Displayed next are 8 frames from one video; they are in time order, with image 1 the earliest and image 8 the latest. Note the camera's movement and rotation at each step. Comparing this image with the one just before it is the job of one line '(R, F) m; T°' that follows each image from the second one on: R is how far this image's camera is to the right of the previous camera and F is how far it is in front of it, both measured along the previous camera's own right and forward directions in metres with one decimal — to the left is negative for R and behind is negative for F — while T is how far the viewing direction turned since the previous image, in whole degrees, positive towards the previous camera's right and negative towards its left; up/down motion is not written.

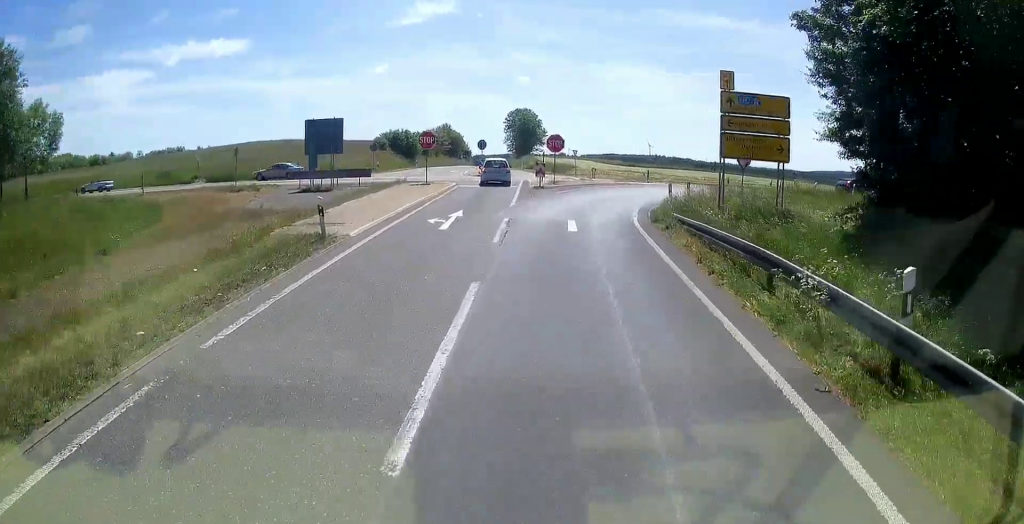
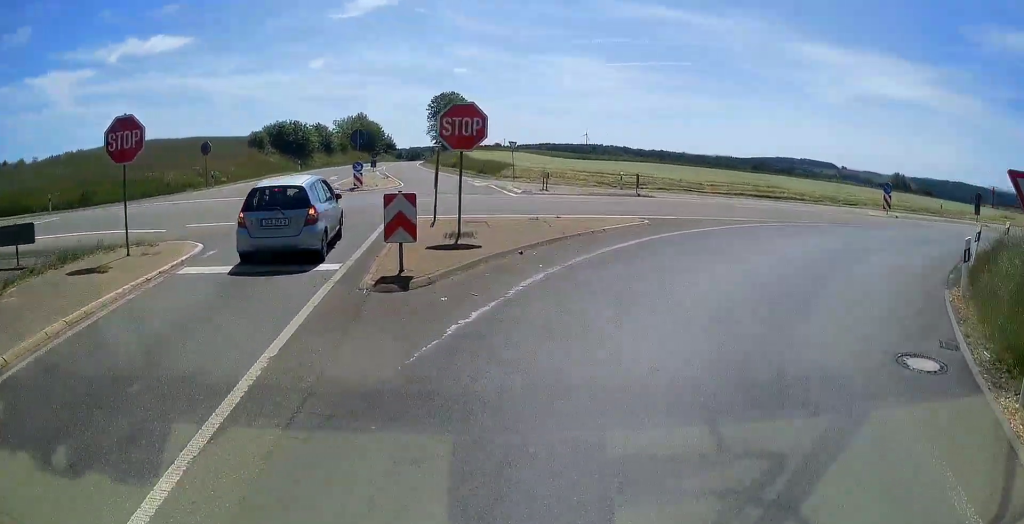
(+0.9, +23.2) m; +8°
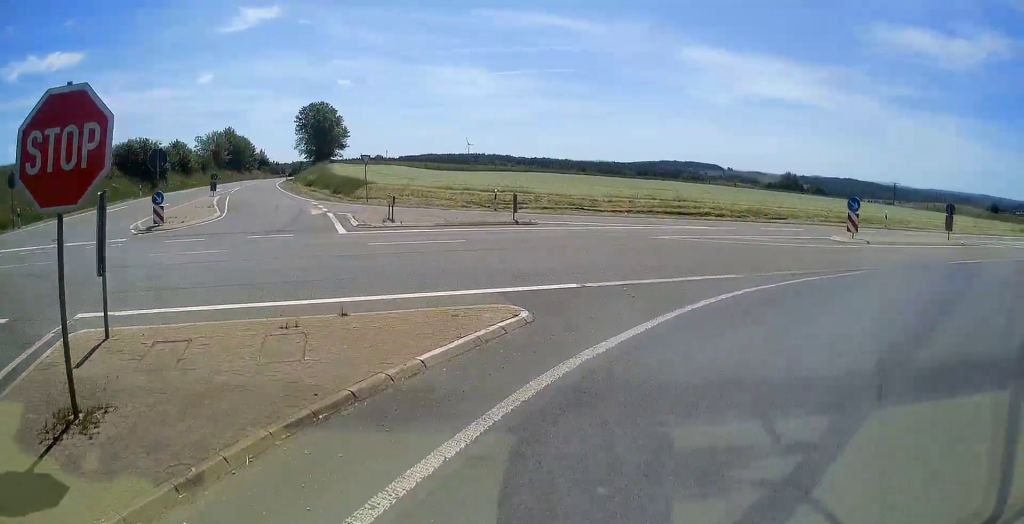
(+0.5, +6.2) m; +10°
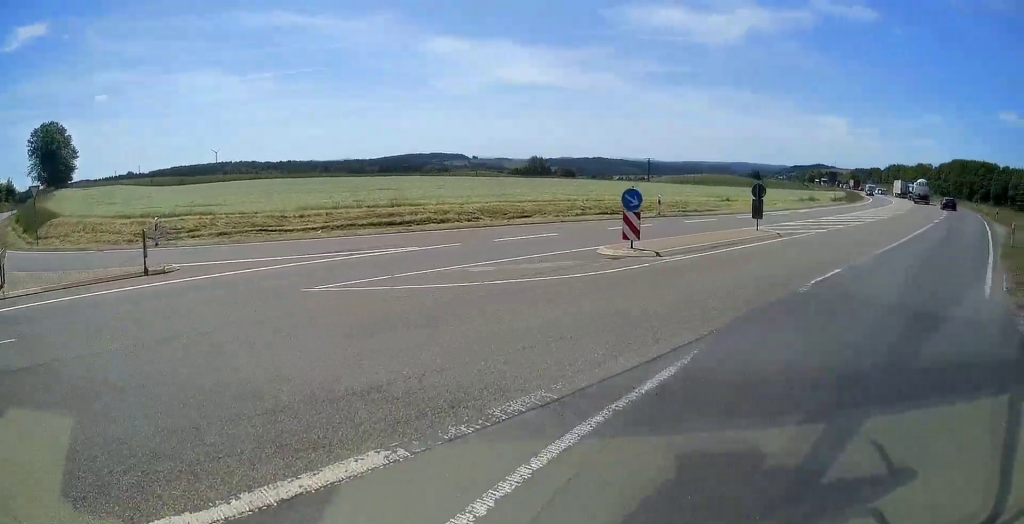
(+0.7, +5.4) m; +15°
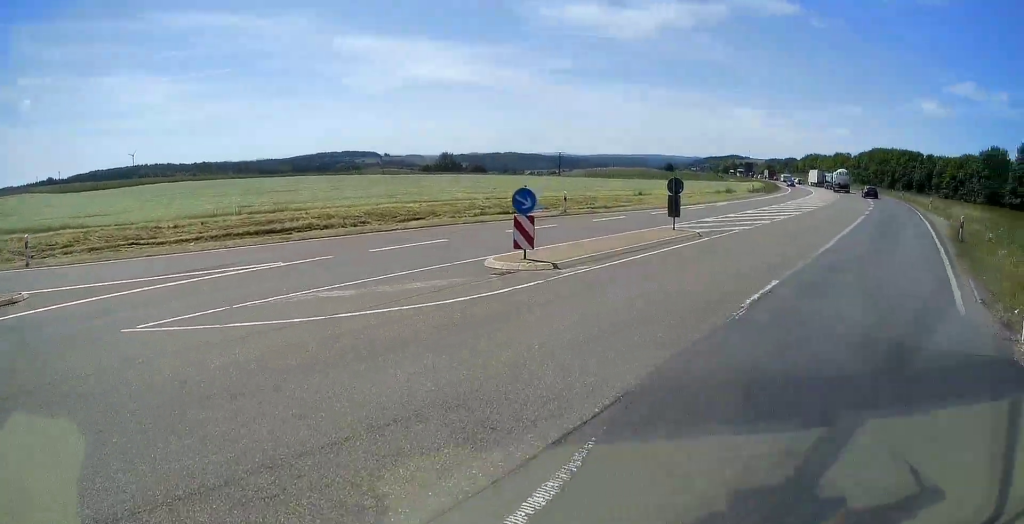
(0.0, +2.3) m; +5°
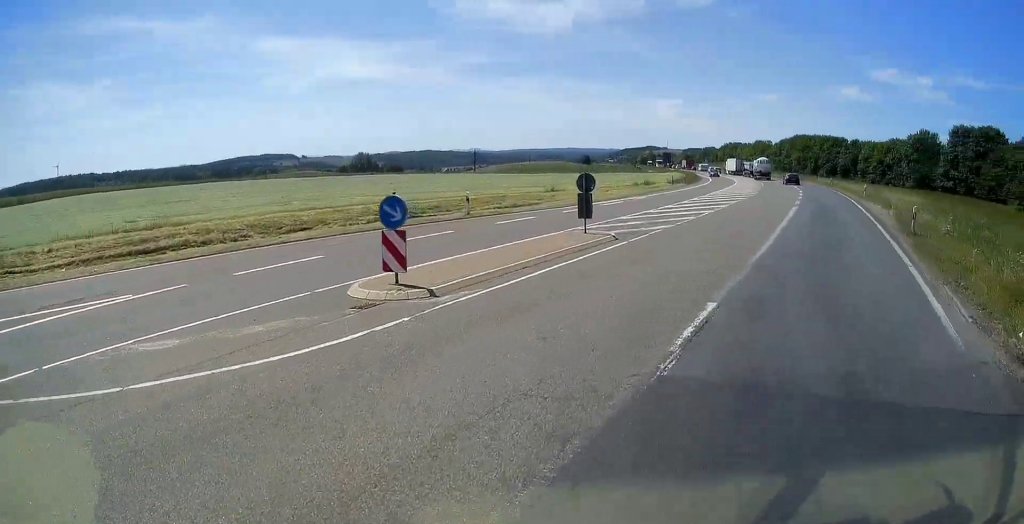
(+0.2, +2.9) m; +5°
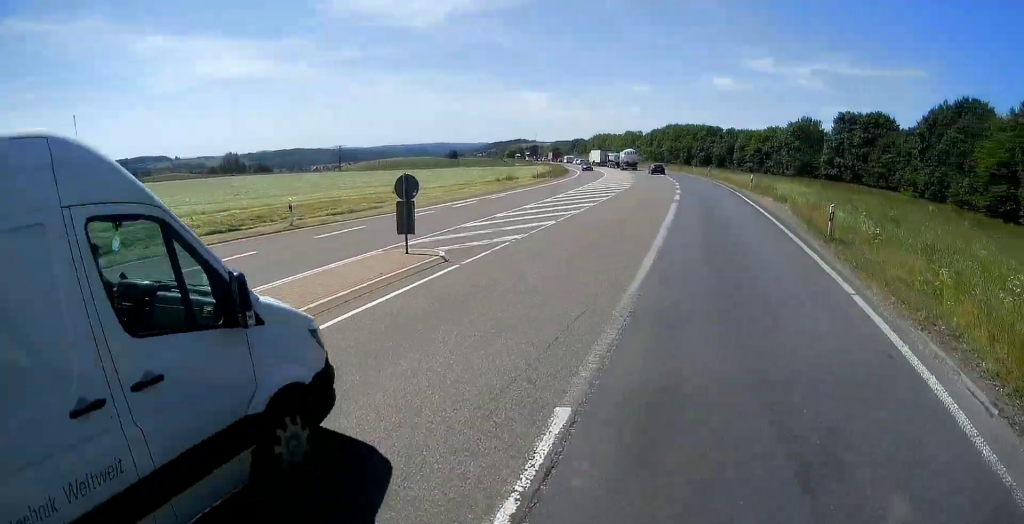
(+0.2, +4.7) m; +8°
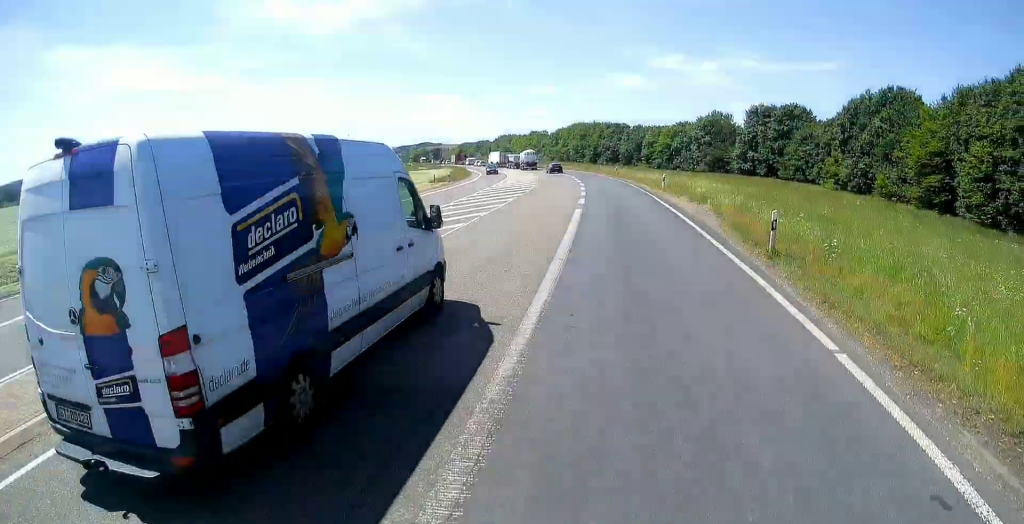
(+0.3, +3.6) m; +8°
